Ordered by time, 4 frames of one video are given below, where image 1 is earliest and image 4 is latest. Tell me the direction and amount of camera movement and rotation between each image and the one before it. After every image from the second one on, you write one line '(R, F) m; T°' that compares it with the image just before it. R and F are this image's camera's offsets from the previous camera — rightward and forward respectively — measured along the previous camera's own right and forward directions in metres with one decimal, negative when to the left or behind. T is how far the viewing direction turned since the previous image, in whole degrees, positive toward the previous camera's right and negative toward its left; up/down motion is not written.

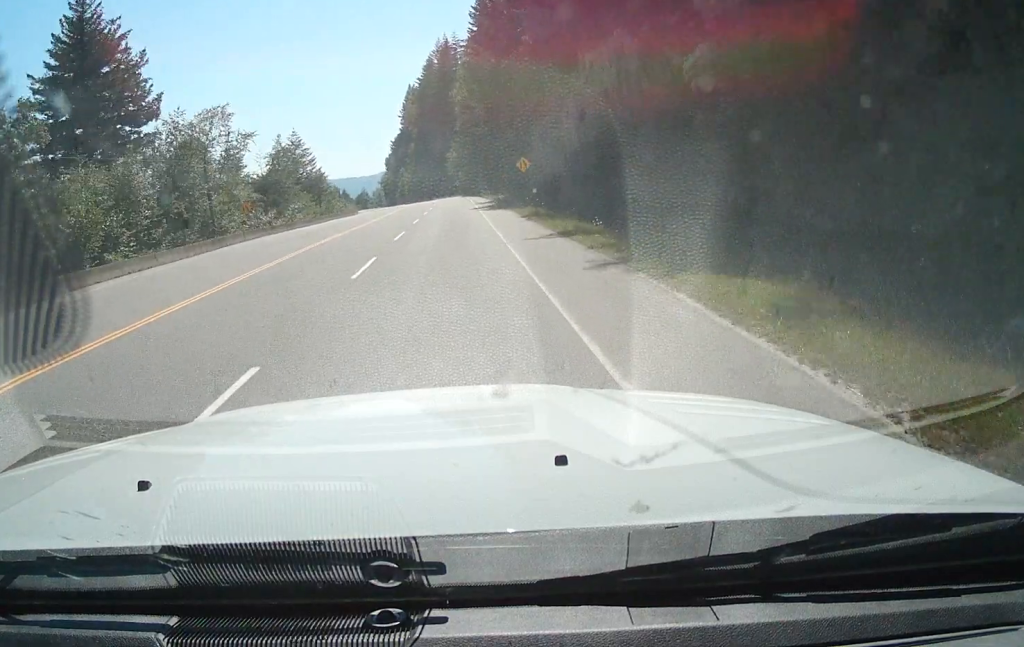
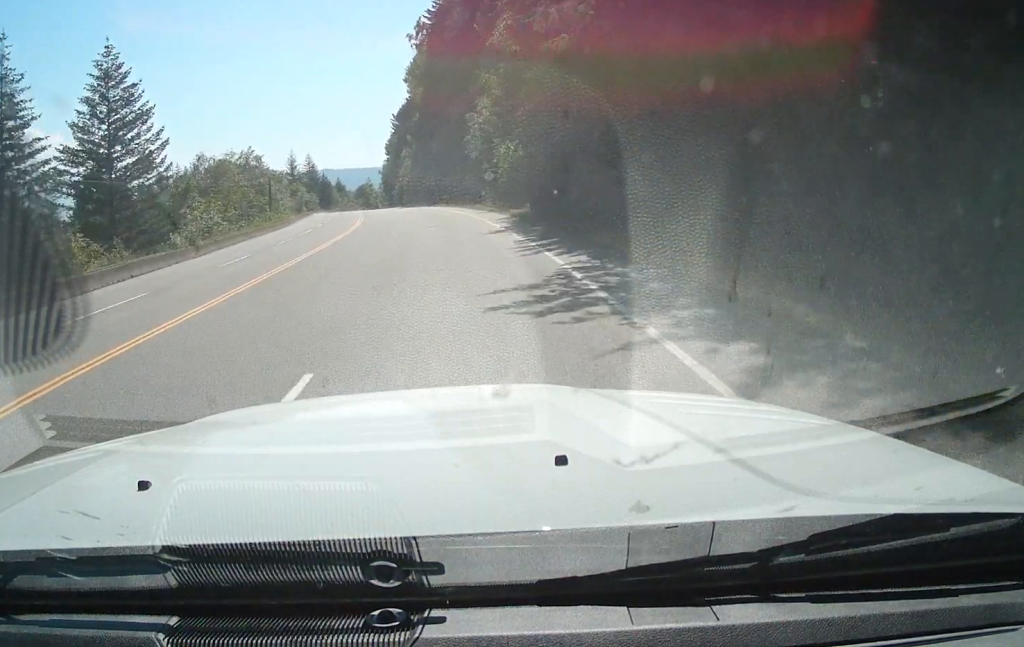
(+0.8, +94.3) m; 0°
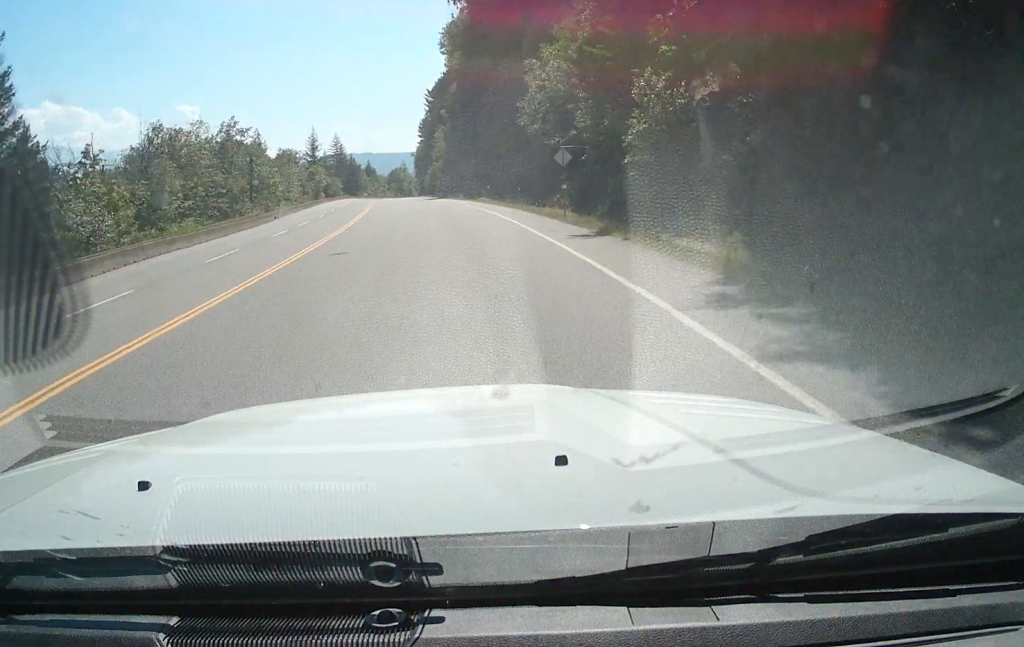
(-0.2, +29.8) m; -2°
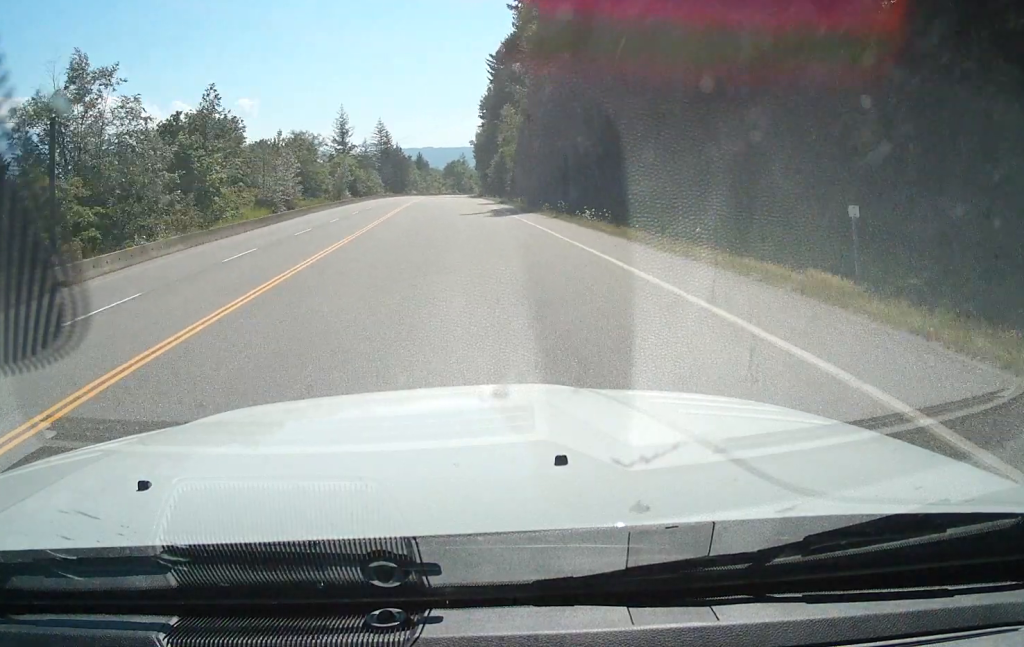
(-2.6, +53.0) m; -4°
